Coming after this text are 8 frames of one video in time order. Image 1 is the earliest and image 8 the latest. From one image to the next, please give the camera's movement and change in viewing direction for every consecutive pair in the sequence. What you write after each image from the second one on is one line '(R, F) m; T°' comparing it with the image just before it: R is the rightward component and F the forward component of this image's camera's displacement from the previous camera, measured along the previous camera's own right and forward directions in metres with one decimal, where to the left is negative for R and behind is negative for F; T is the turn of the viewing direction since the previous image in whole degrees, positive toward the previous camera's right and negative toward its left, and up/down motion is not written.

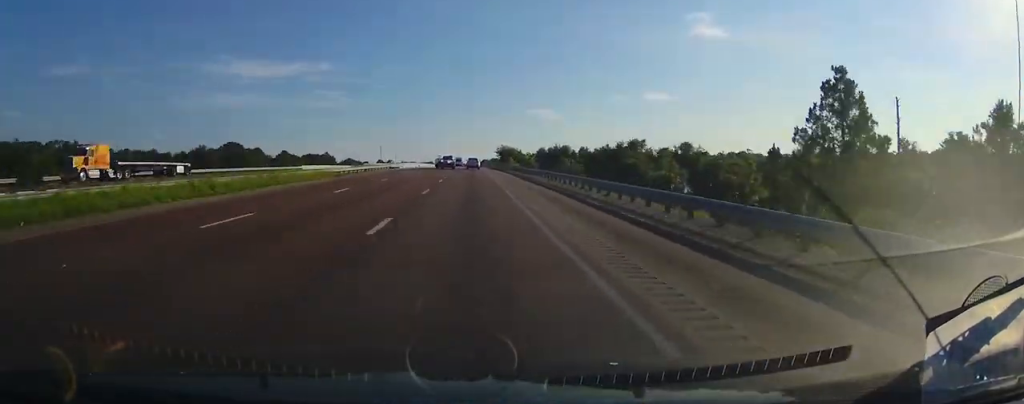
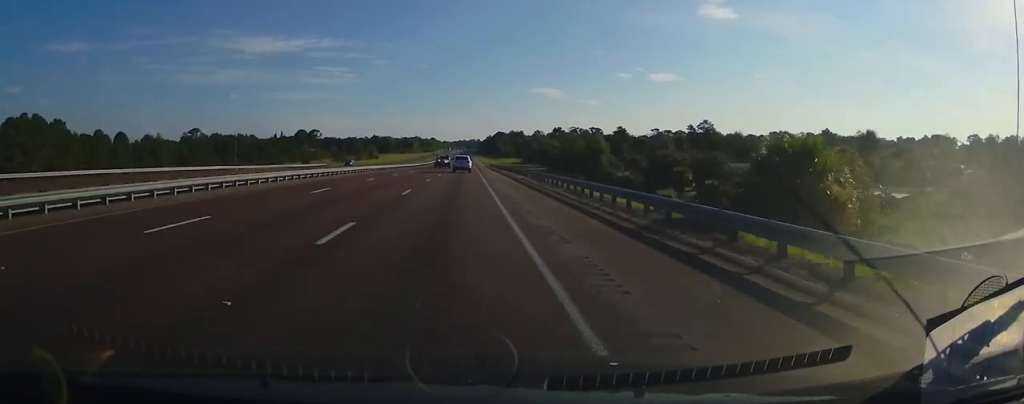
(+0.8, +285.5) m; 0°
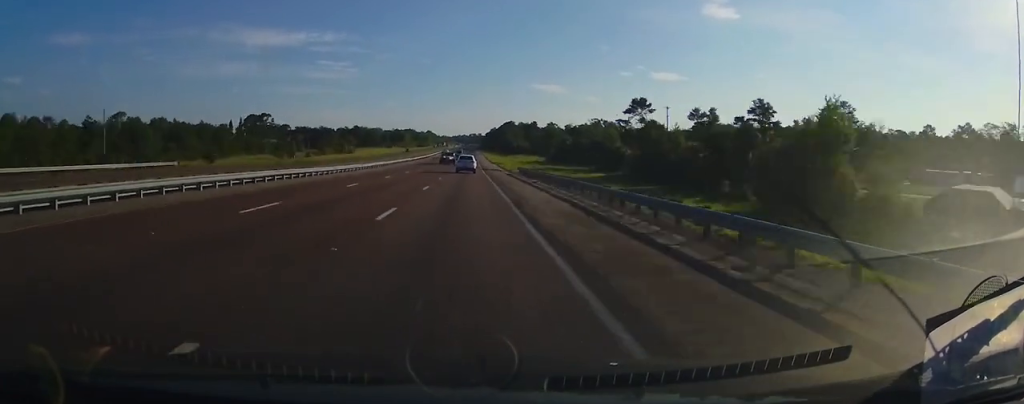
(-0.5, +79.3) m; -1°
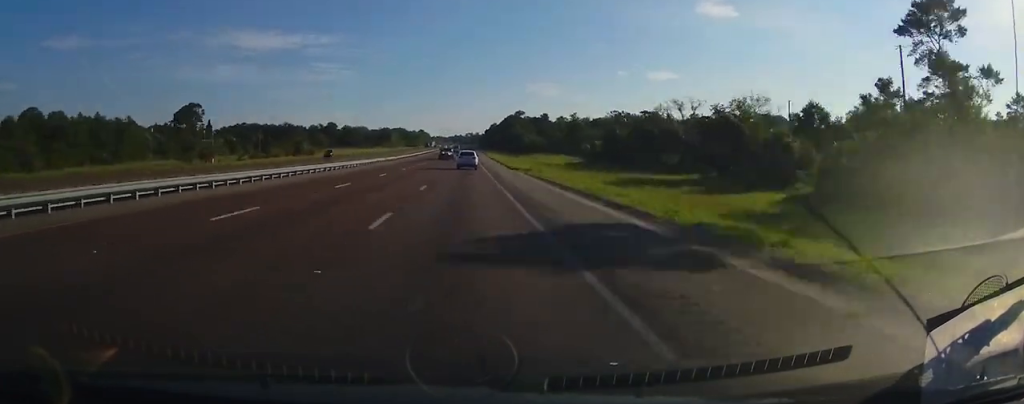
(0.0, +61.9) m; 0°
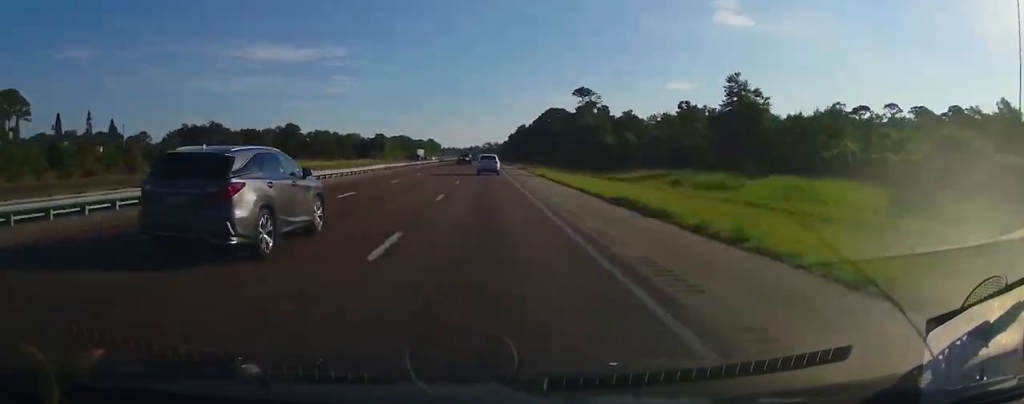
(-0.8, +99.5) m; 0°
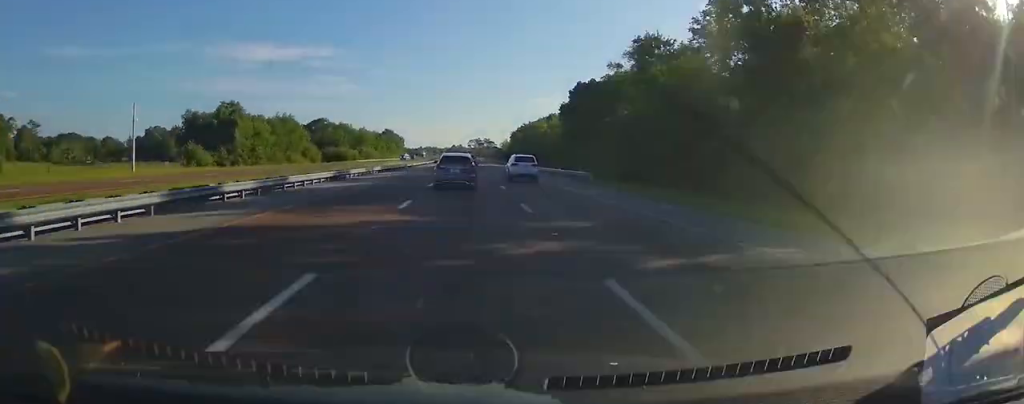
(+1.8, +193.5) m; +1°
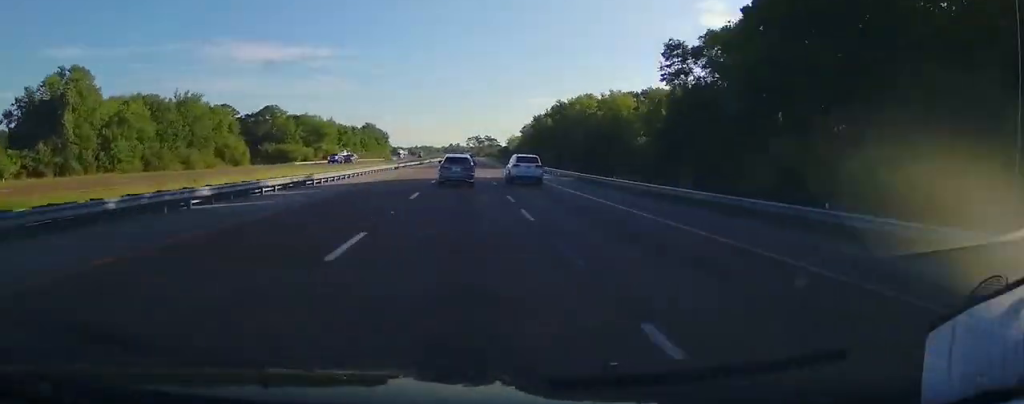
(+0.7, +60.8) m; 0°
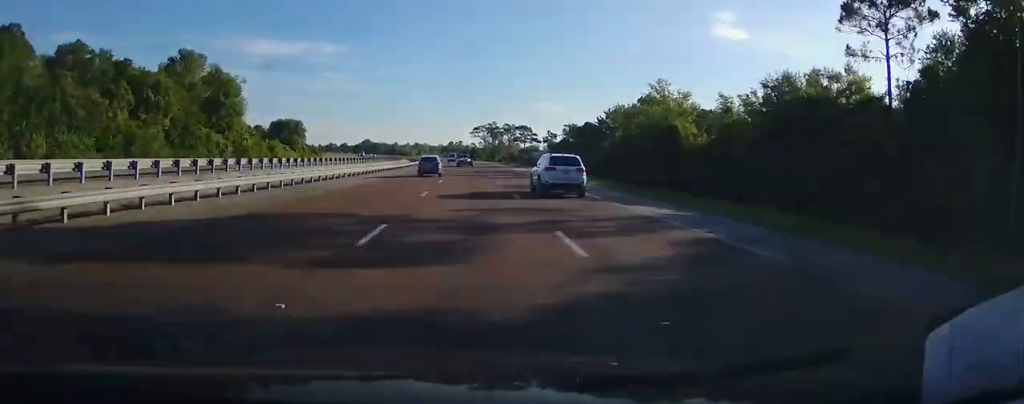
(-0.2, +192.4) m; -3°
